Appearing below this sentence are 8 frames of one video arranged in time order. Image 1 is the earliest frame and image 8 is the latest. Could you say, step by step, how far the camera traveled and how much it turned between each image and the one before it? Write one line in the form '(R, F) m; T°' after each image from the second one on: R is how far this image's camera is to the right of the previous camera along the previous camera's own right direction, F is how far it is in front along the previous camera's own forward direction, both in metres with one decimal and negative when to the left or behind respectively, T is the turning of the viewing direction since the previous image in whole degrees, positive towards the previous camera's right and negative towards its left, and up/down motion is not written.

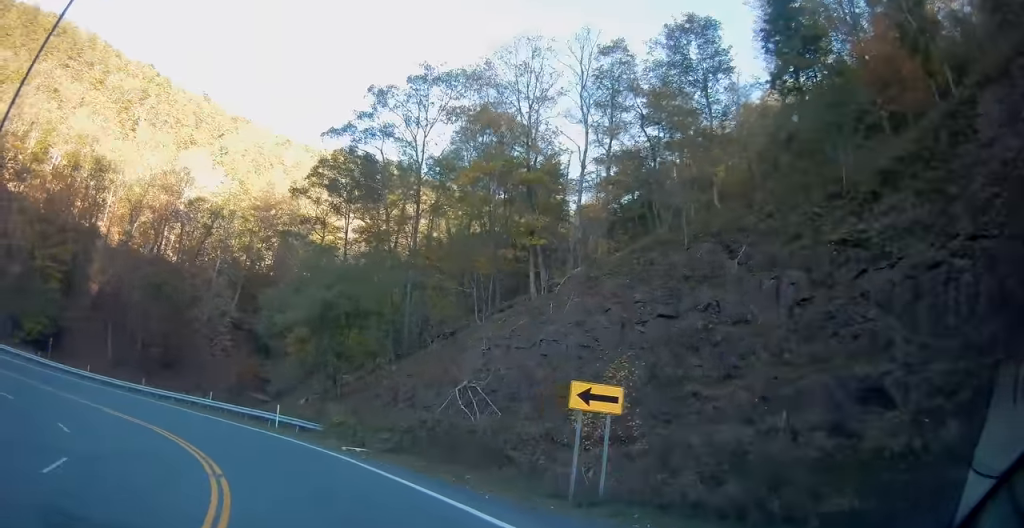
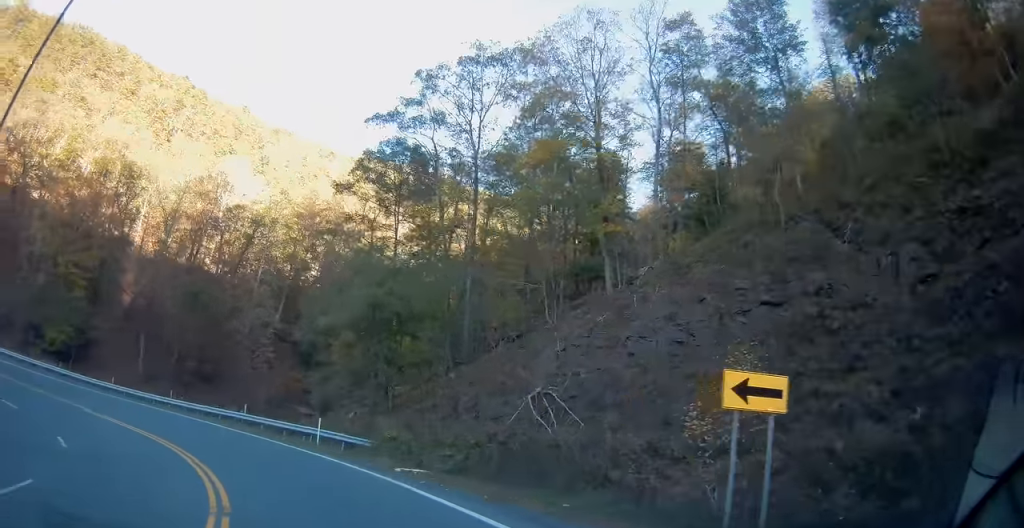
(-0.2, +4.3) m; -5°
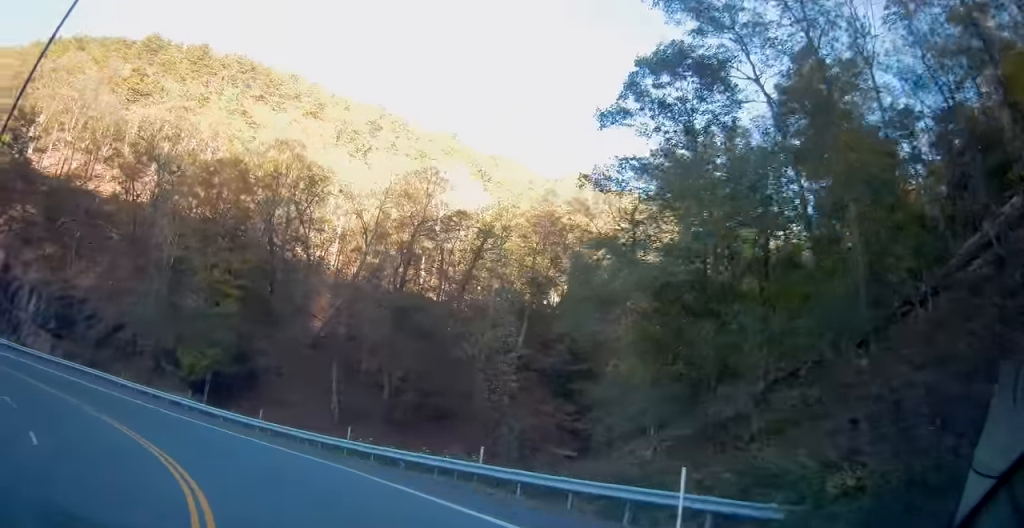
(-2.7, +15.5) m; -25°
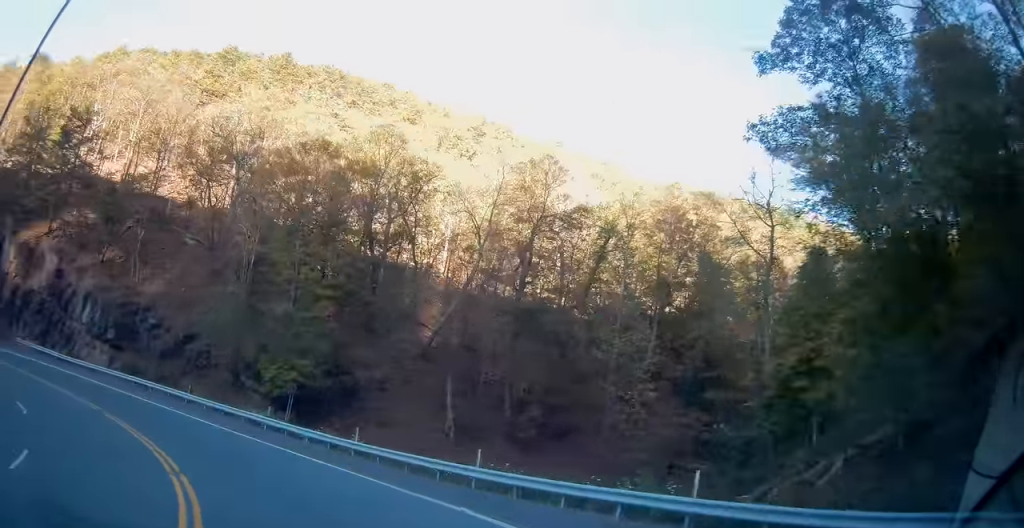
(-0.8, +6.2) m; -11°
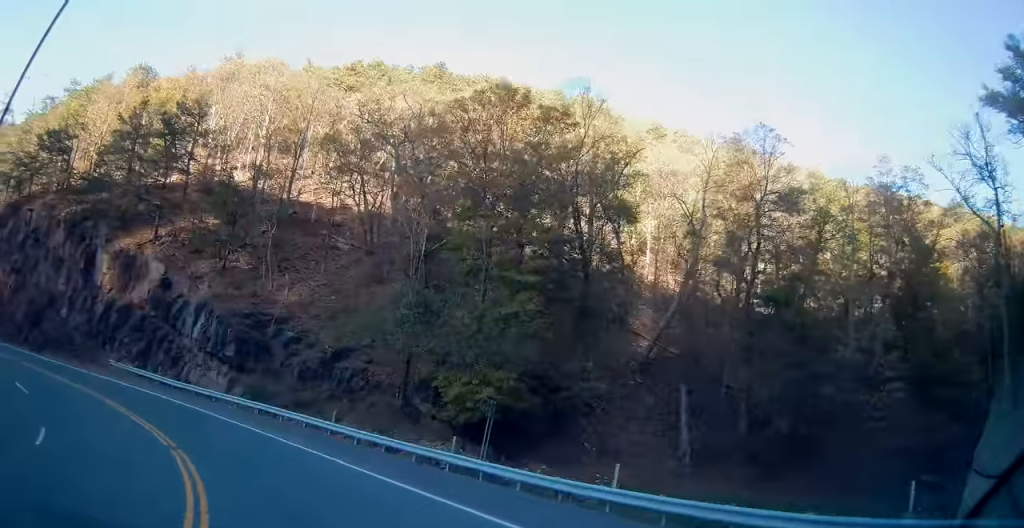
(-1.5, +10.0) m; -17°
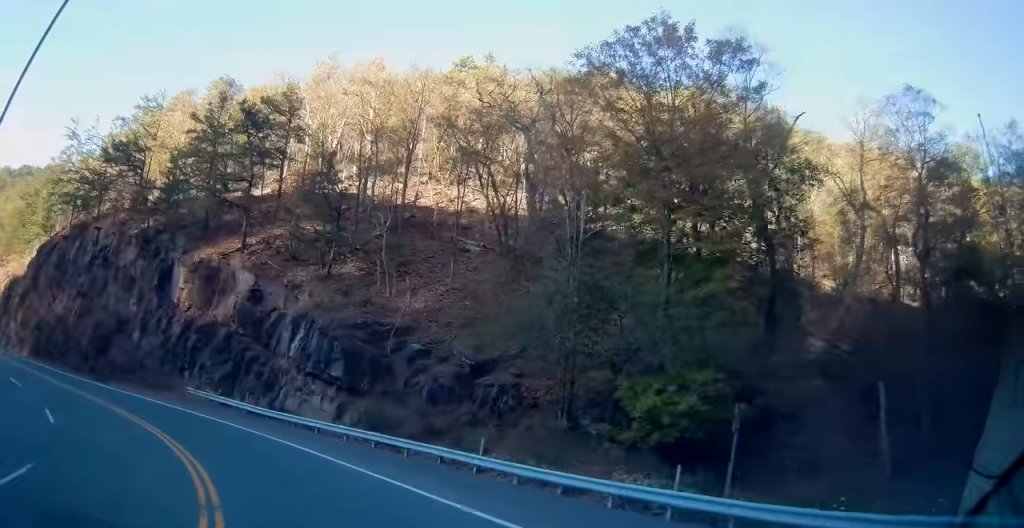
(-0.6, +7.1) m; -12°
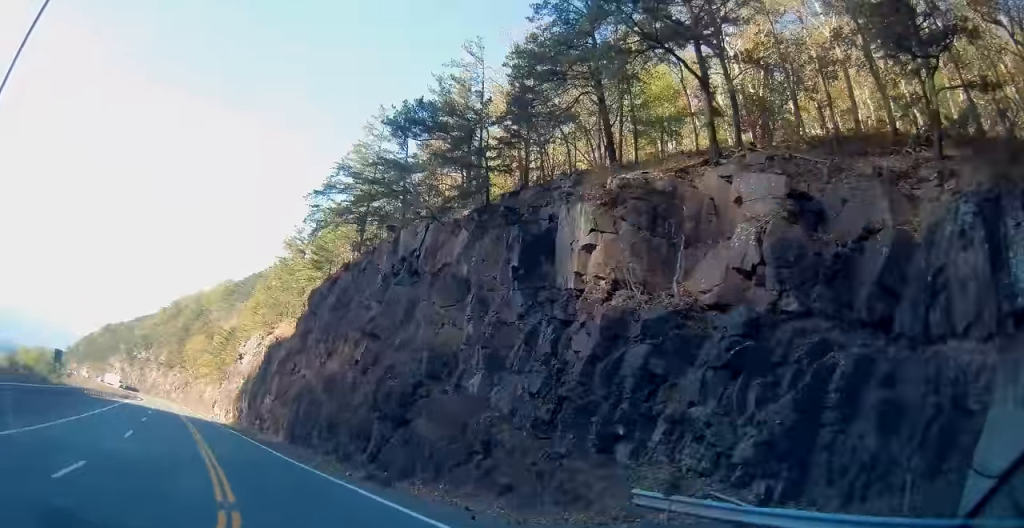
(-7.3, +21.9) m; -35°
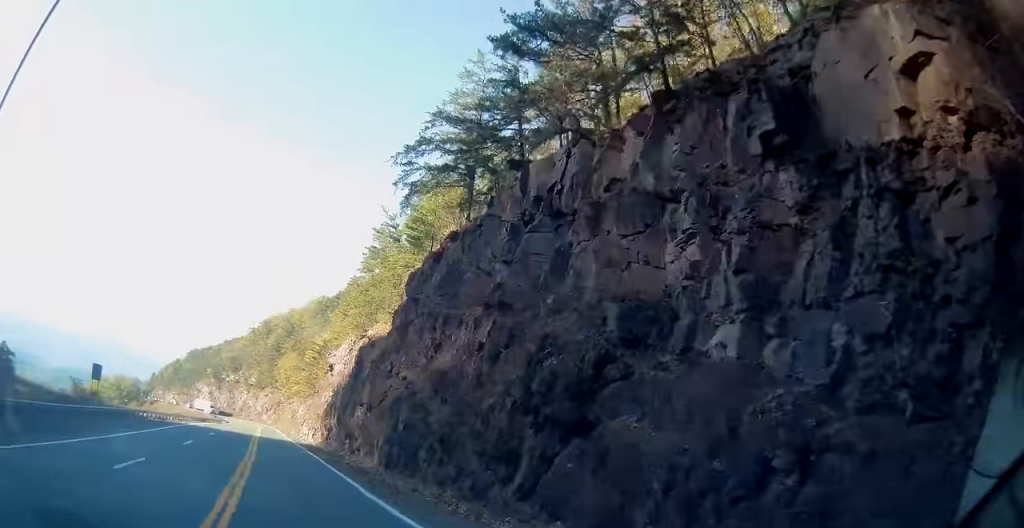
(-1.0, +9.2) m; -11°
